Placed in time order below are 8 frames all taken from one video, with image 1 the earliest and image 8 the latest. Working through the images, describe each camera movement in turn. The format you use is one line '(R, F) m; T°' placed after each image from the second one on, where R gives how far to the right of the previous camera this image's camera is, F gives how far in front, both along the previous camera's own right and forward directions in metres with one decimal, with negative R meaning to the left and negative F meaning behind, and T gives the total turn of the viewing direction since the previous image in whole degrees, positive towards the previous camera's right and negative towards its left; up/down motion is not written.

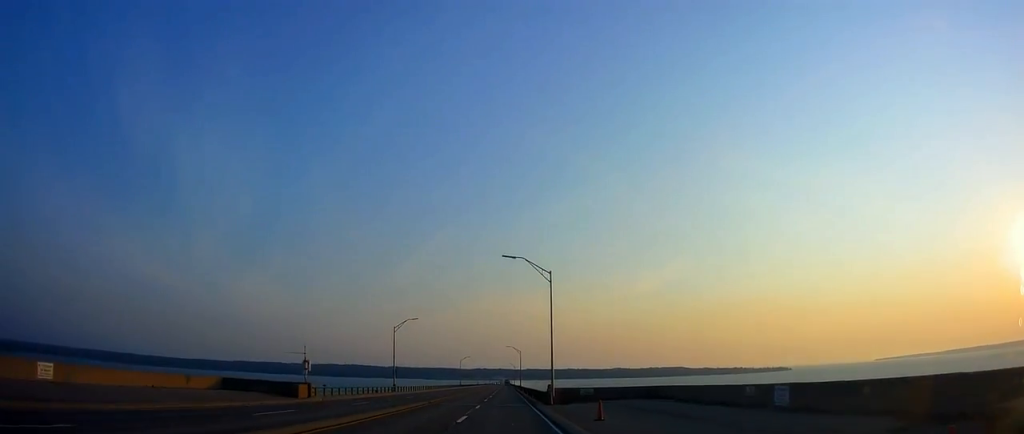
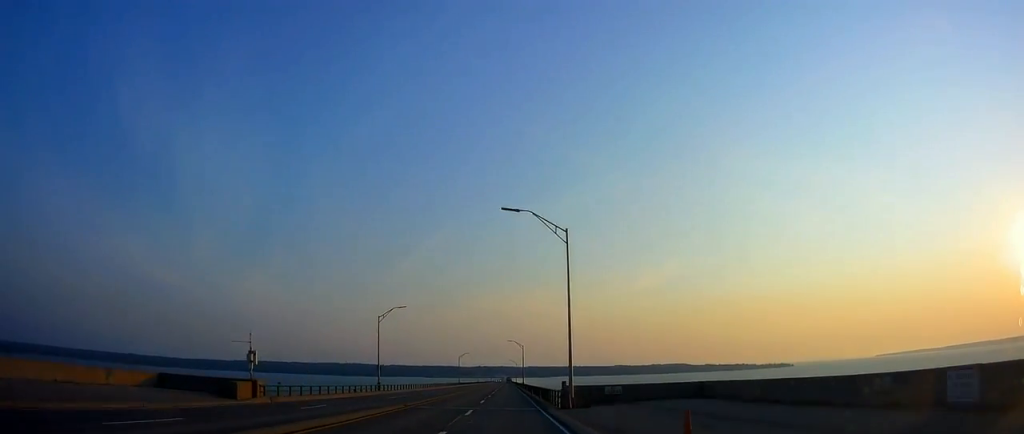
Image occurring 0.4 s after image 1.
(+0.2, +9.3) m; -1°
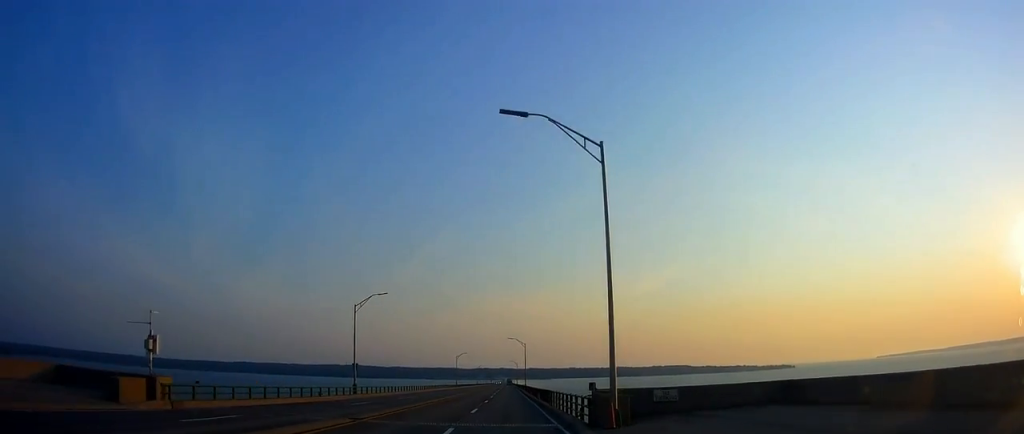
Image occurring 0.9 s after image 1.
(-0.2, +10.1) m; 0°
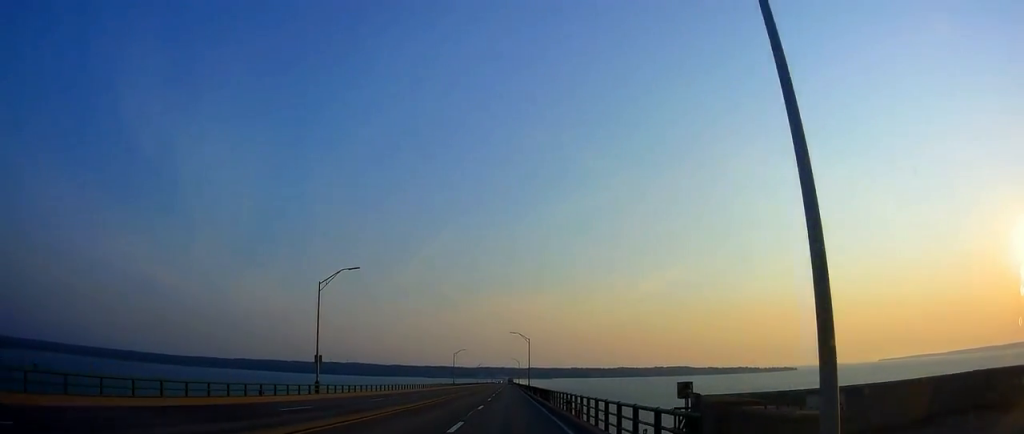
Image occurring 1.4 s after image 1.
(-0.3, +10.9) m; 0°
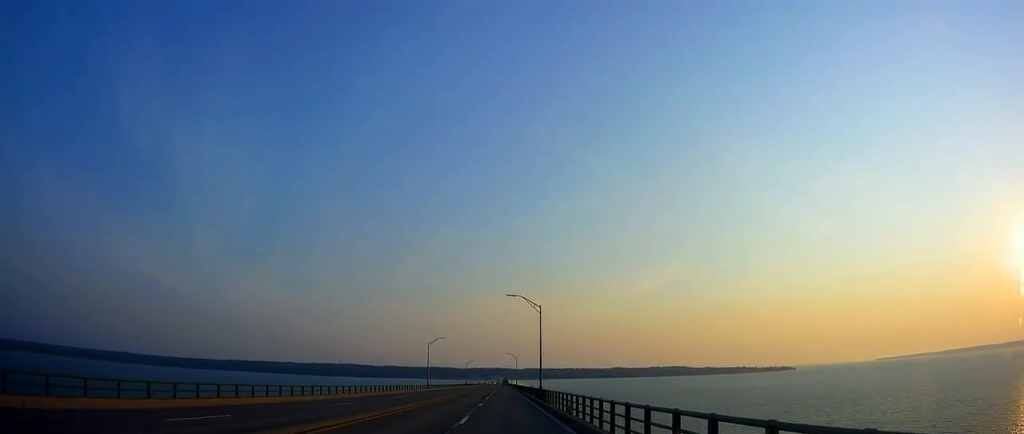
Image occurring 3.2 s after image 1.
(+0.2, +39.1) m; 0°
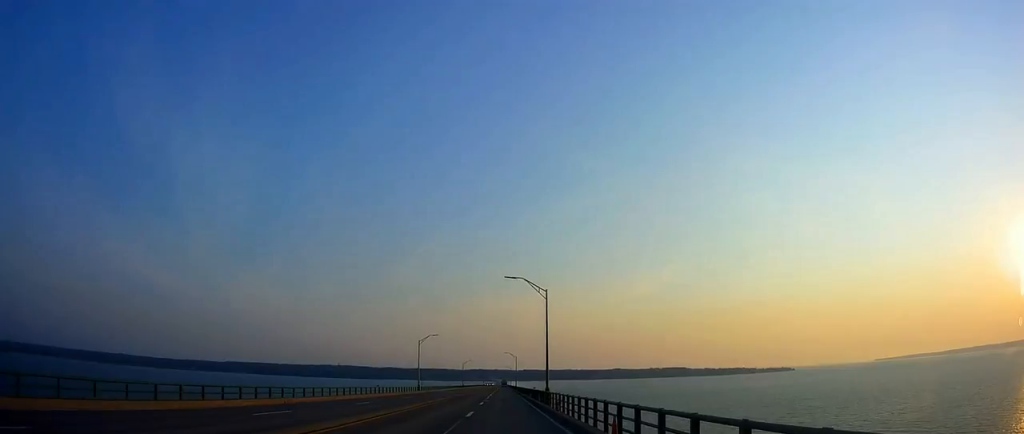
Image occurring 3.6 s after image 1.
(-0.1, +9.4) m; 0°
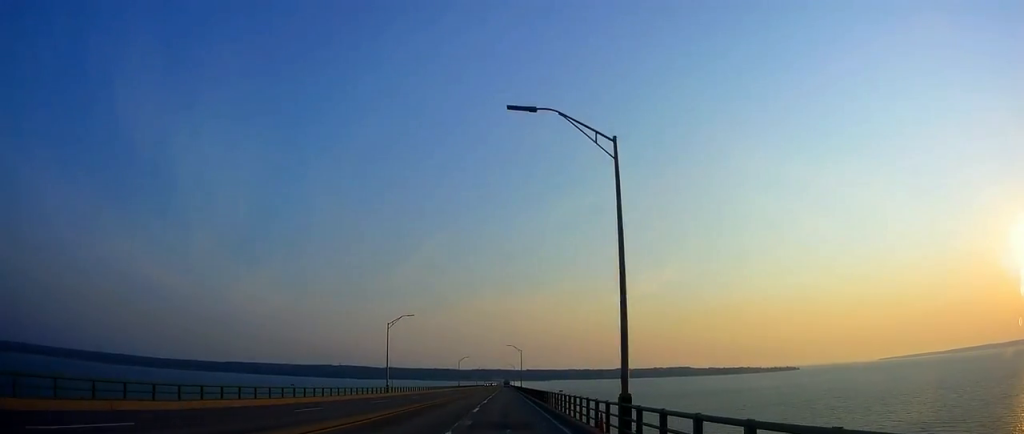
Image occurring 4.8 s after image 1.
(+0.6, +26.1) m; +1°
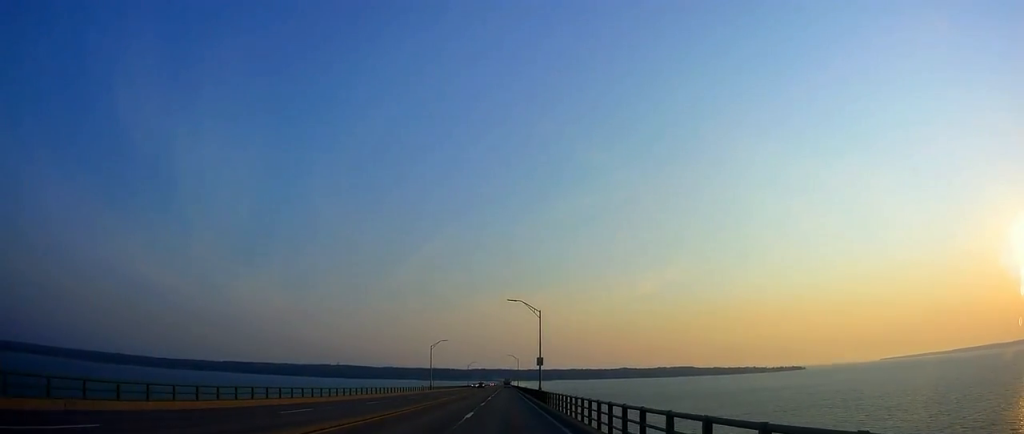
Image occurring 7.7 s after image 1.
(-1.1, +62.7) m; -1°
